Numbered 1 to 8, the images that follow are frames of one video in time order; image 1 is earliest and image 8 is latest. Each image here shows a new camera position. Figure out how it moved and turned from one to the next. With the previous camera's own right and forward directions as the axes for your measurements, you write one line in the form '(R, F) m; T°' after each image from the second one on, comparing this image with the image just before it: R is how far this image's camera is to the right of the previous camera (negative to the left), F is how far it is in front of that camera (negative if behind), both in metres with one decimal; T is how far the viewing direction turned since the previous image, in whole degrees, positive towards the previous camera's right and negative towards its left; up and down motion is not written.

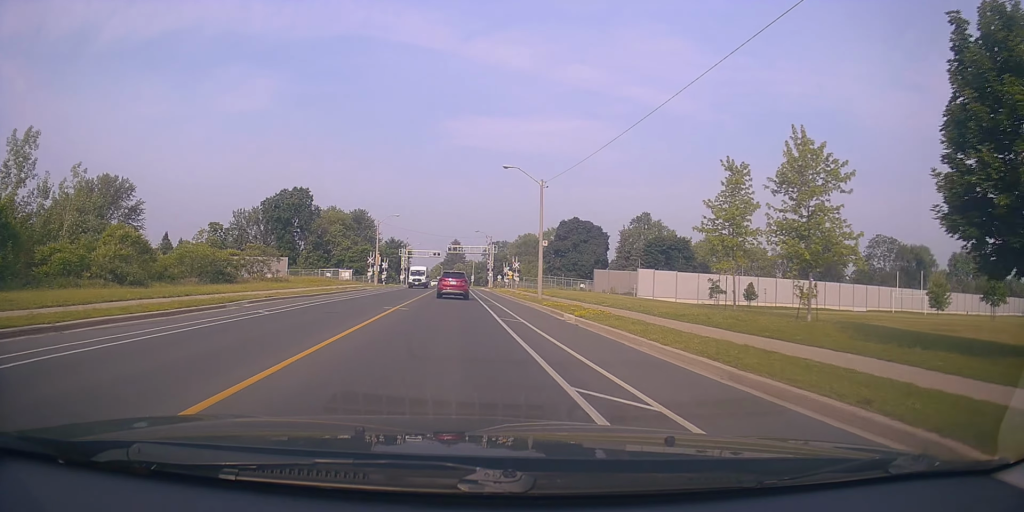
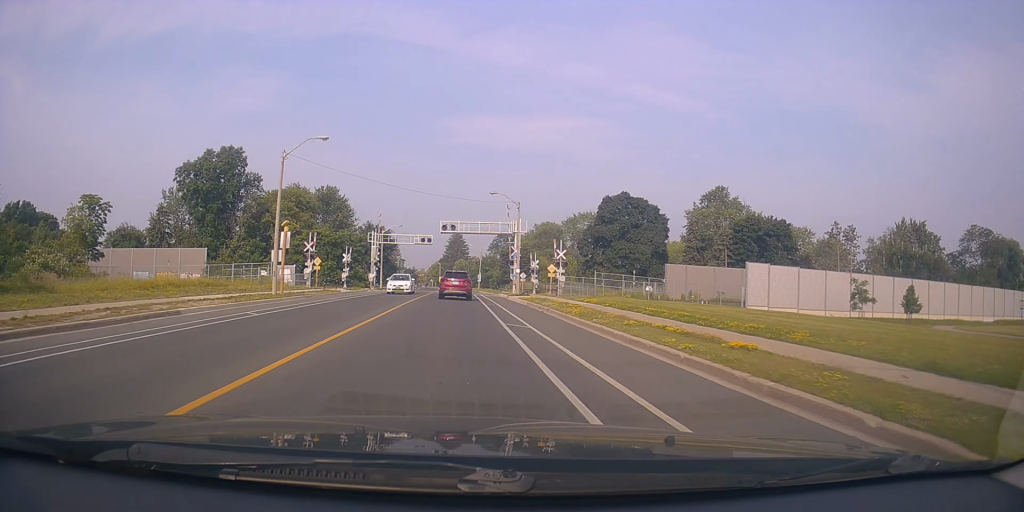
(+0.5, +37.5) m; -1°
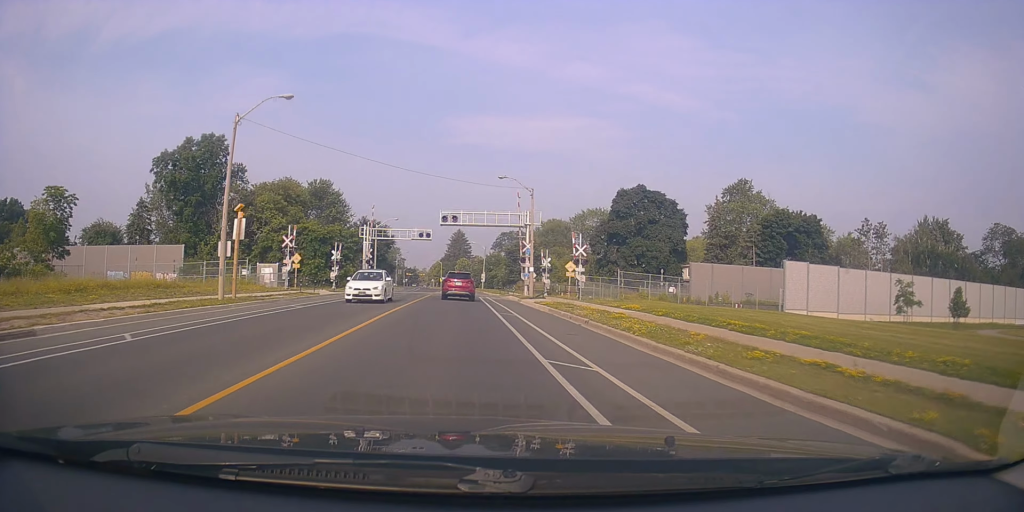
(-0.2, +8.2) m; 0°
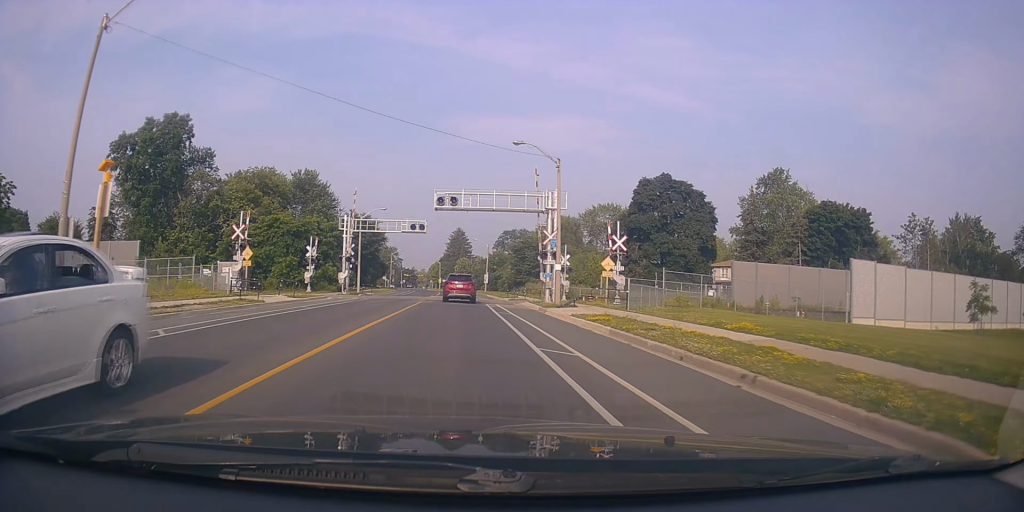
(0.0, +11.1) m; 0°
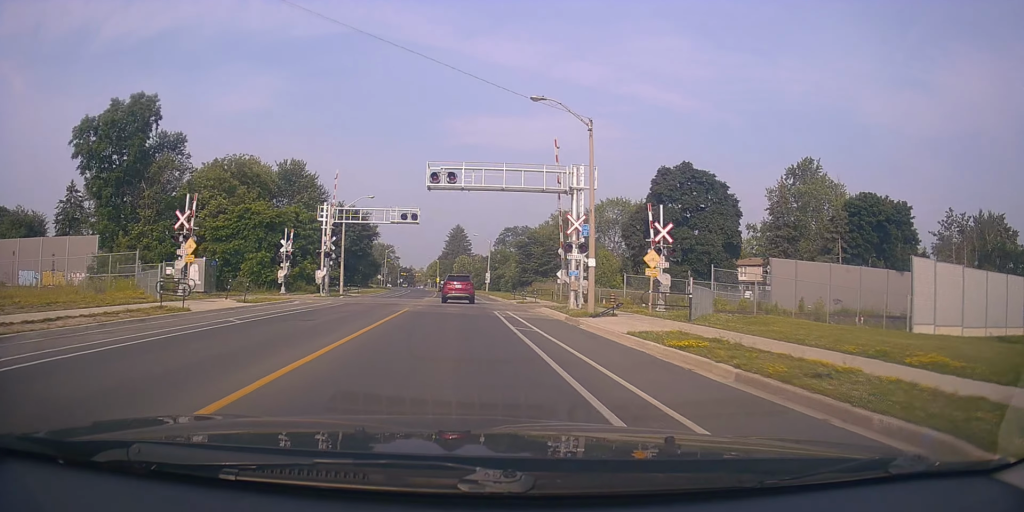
(0.0, +7.4) m; +1°
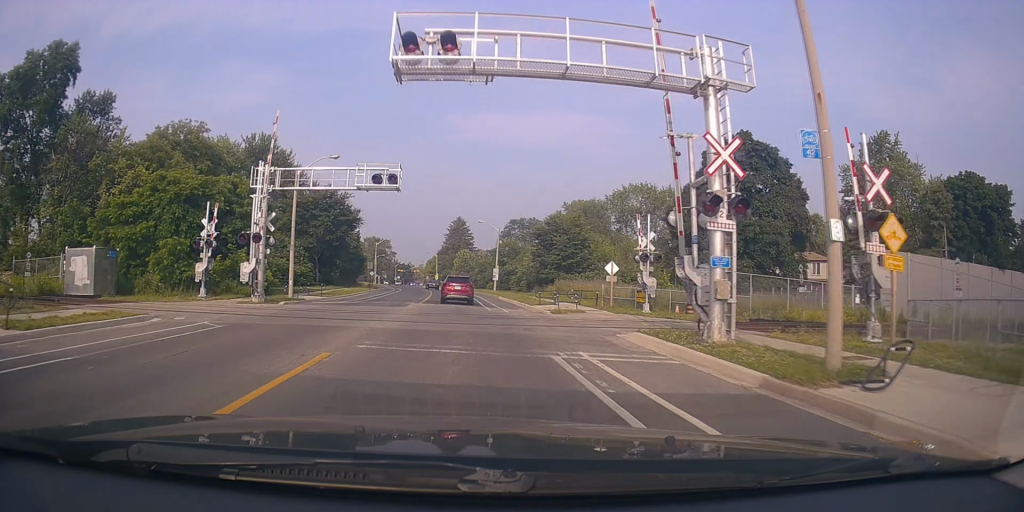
(0.0, +14.7) m; -1°
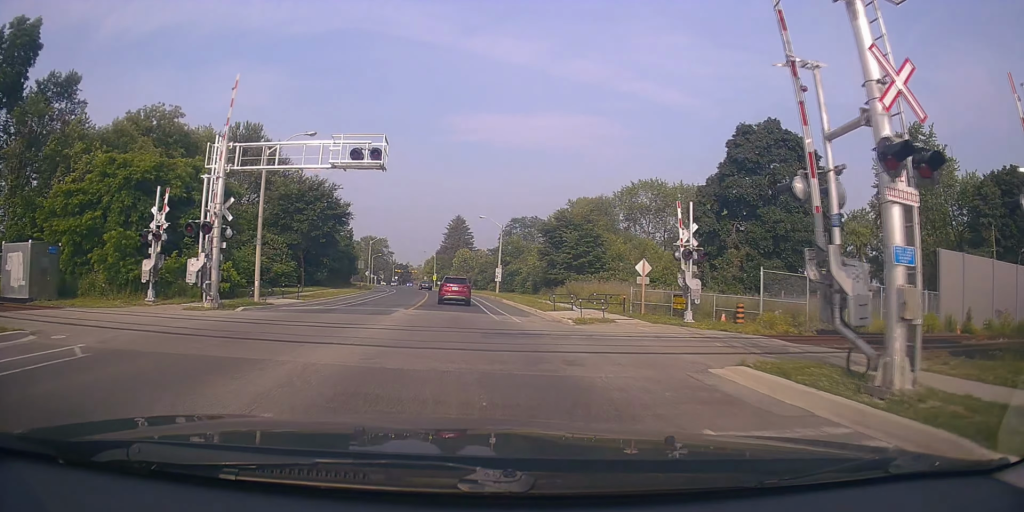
(-0.1, +5.9) m; -1°
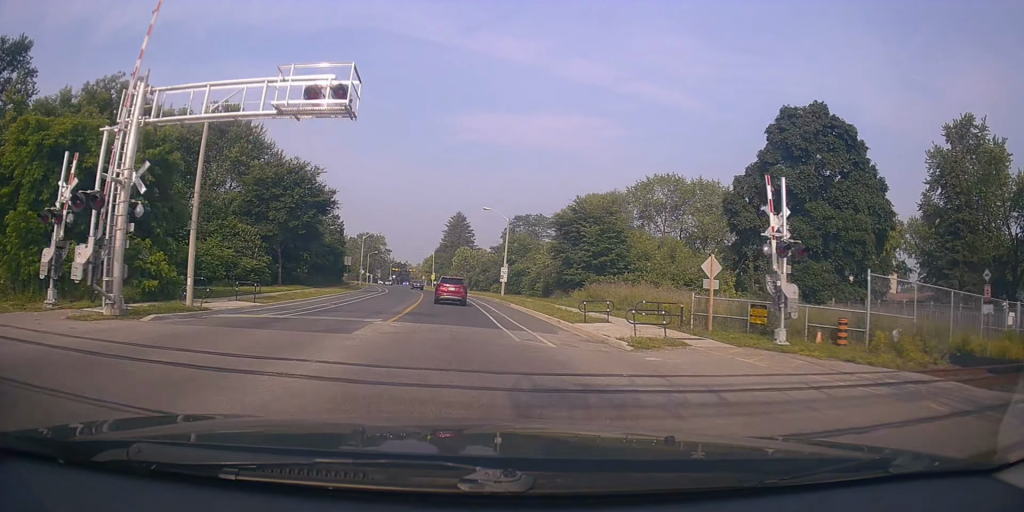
(-0.1, +7.3) m; -1°
